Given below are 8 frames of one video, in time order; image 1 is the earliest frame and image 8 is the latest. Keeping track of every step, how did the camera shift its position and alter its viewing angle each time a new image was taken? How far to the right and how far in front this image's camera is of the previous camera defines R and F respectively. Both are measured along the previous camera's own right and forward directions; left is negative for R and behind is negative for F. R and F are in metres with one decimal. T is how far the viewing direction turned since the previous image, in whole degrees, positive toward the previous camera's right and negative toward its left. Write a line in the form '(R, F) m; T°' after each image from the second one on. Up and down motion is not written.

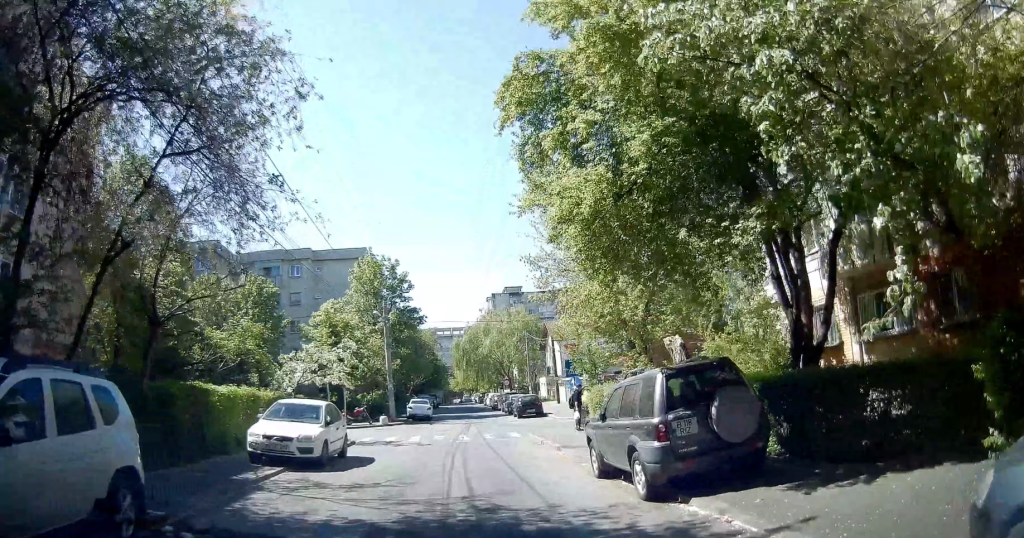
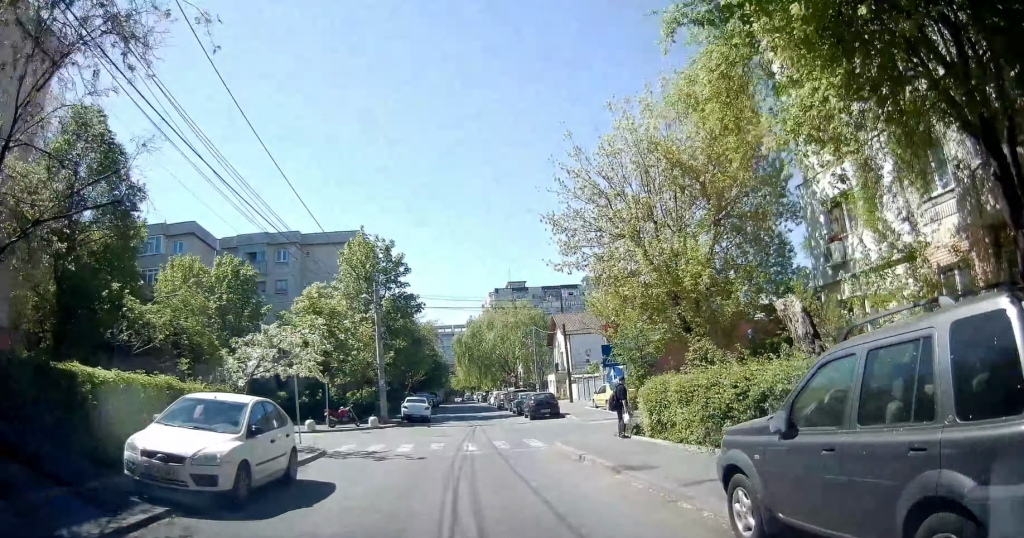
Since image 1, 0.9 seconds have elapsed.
(-0.4, +5.7) m; -4°
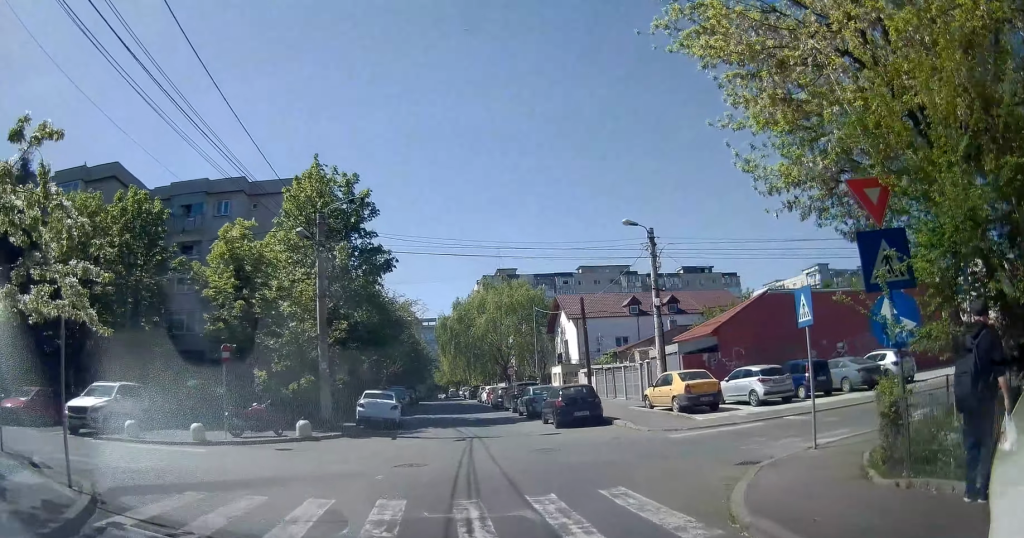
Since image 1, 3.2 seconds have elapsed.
(-0.1, +13.2) m; +1°
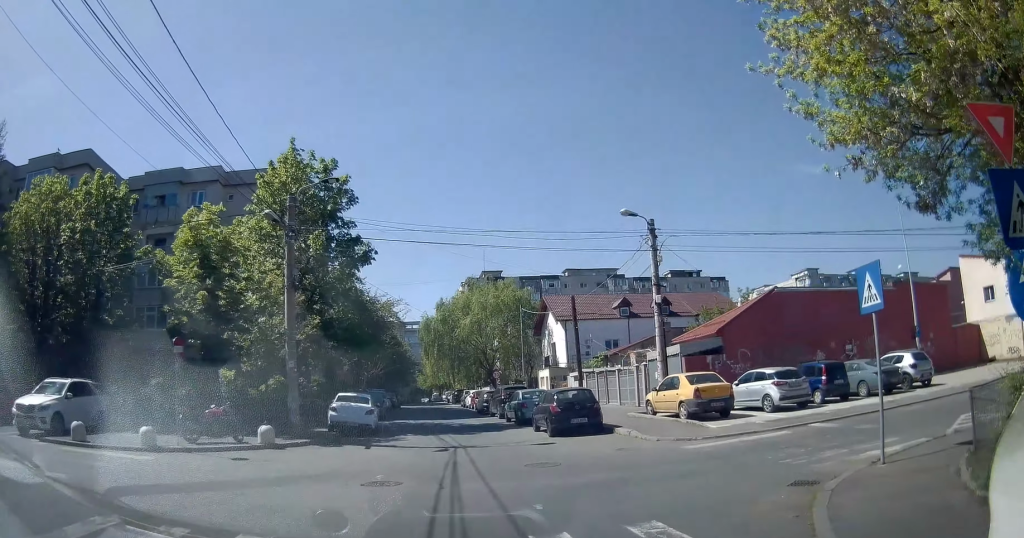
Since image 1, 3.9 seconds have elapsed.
(-0.1, +2.9) m; +4°
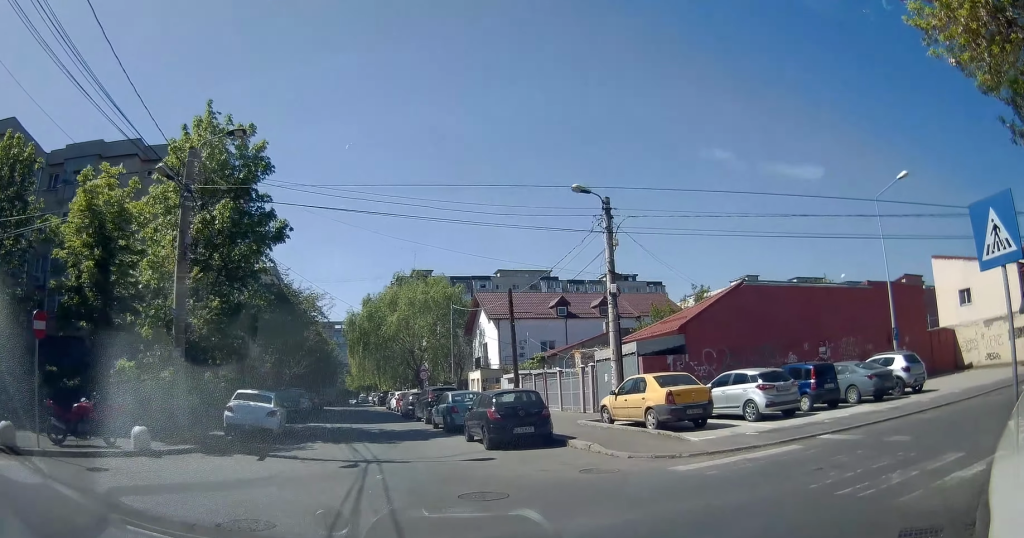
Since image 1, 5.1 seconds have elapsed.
(+0.5, +4.1) m; +12°
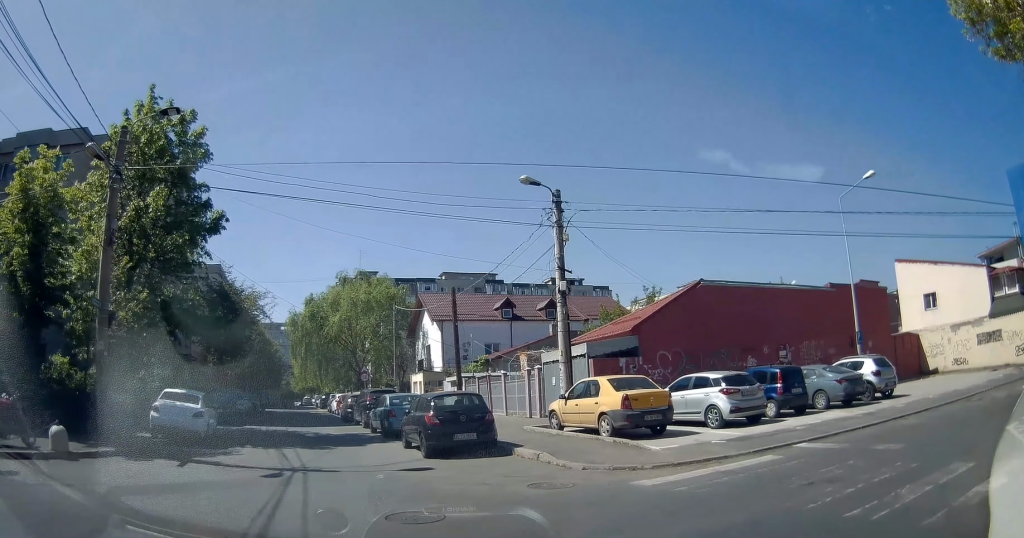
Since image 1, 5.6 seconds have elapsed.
(+0.1, +1.4) m; +3°
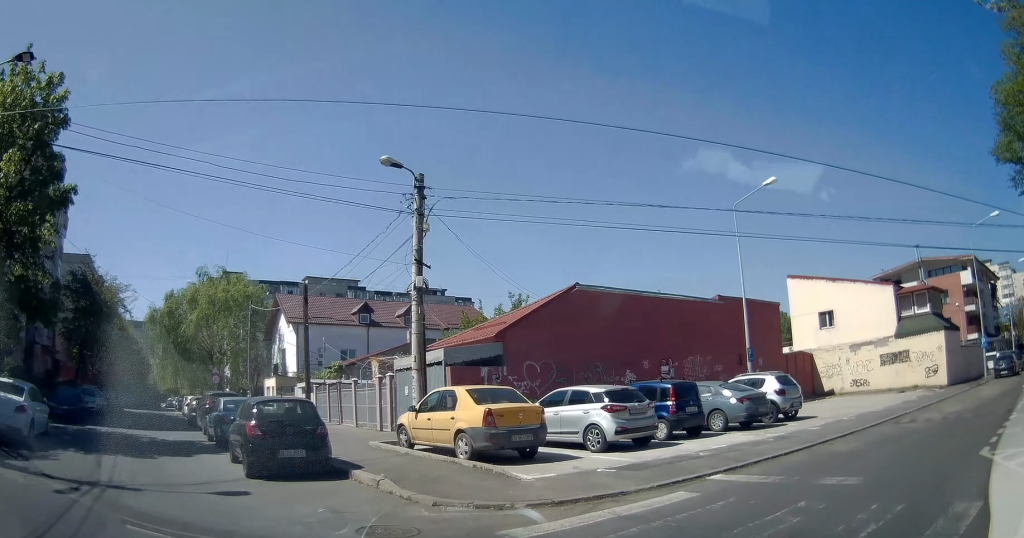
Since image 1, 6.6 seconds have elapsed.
(+0.1, +2.5) m; +15°
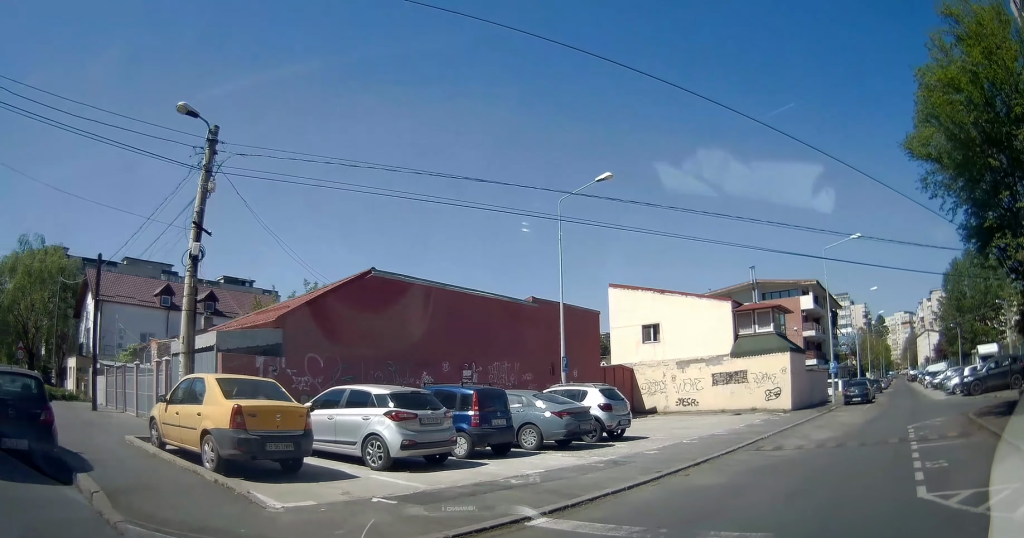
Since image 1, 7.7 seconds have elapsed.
(+0.5, +2.5) m; +21°
